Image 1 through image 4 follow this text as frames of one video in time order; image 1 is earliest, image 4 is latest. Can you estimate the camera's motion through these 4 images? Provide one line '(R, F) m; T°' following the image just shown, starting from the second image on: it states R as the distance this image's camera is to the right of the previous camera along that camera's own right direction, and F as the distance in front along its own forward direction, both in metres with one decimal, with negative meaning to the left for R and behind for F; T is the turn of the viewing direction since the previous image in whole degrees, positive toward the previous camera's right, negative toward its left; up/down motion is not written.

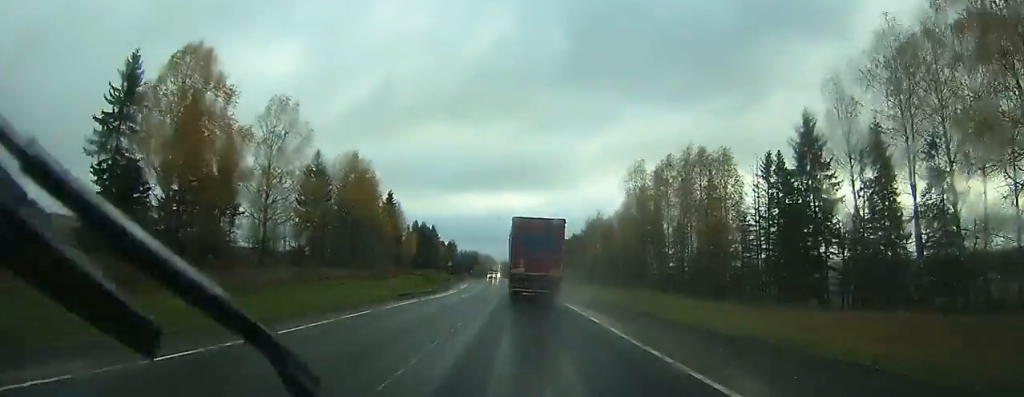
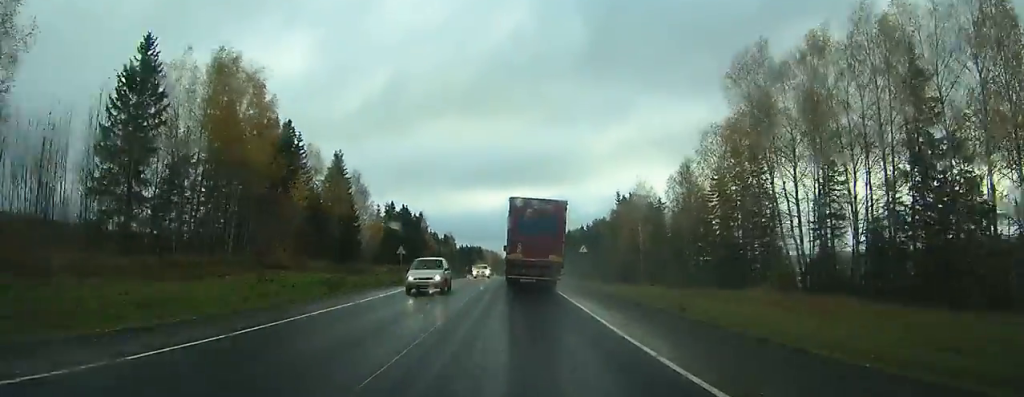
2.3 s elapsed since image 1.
(-1.3, +44.0) m; -2°
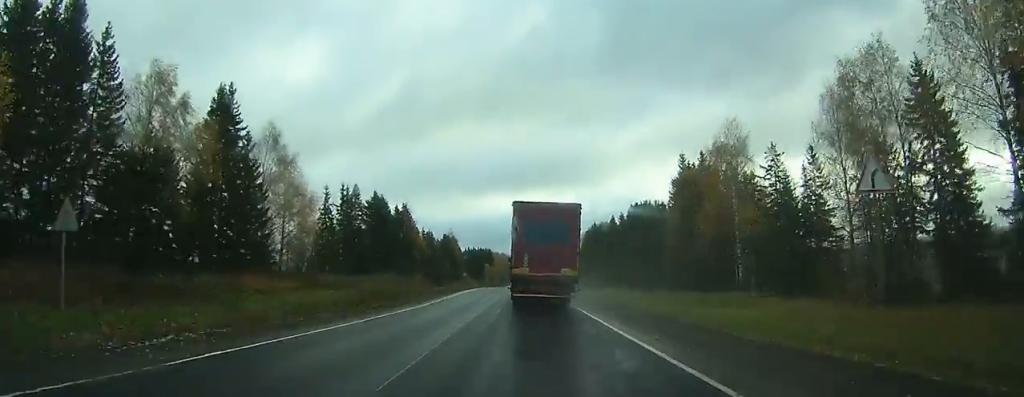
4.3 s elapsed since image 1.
(-0.3, +40.7) m; -1°
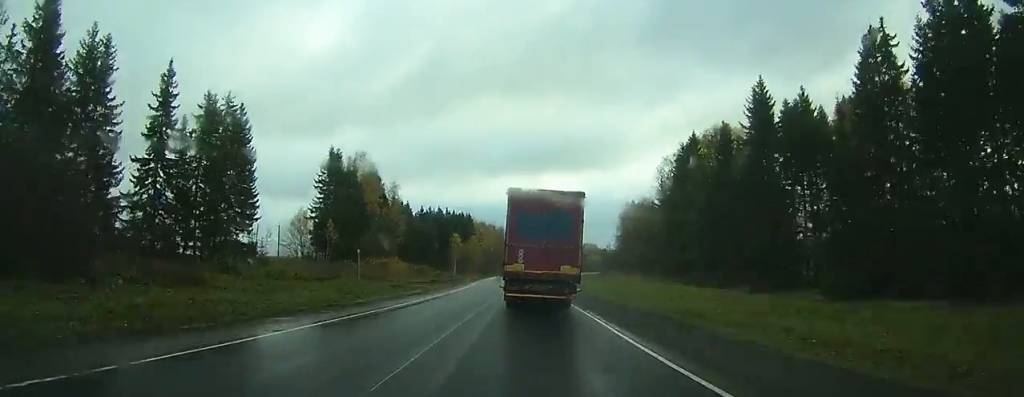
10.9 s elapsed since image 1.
(-0.6, +127.9) m; 0°
